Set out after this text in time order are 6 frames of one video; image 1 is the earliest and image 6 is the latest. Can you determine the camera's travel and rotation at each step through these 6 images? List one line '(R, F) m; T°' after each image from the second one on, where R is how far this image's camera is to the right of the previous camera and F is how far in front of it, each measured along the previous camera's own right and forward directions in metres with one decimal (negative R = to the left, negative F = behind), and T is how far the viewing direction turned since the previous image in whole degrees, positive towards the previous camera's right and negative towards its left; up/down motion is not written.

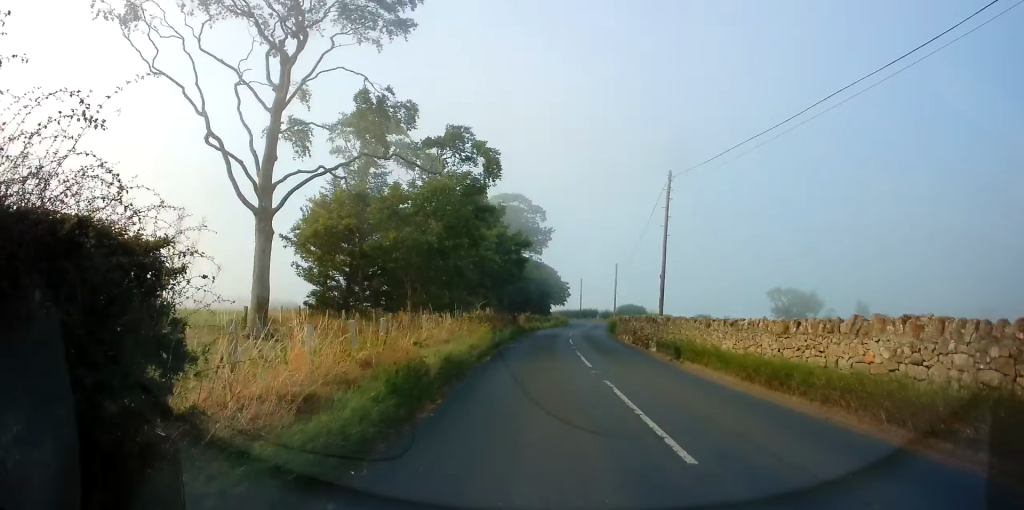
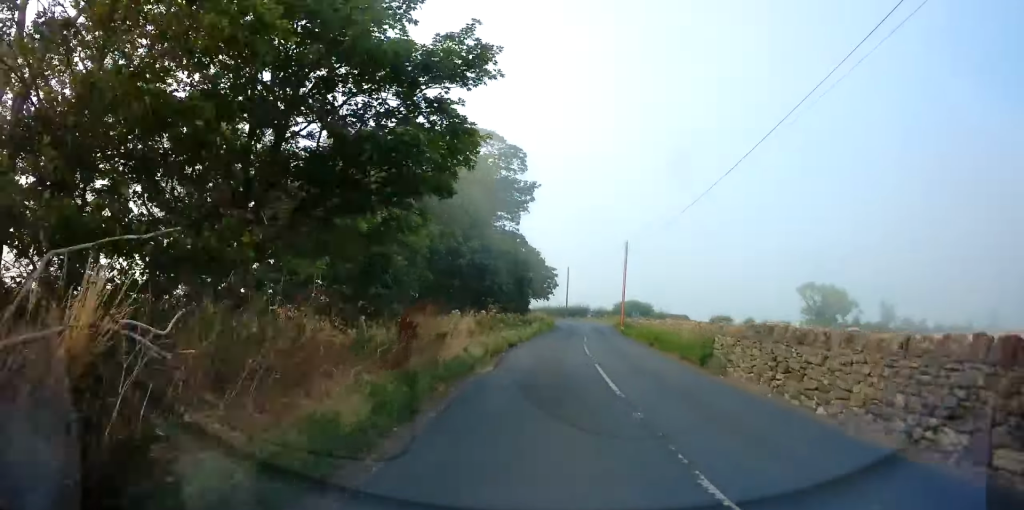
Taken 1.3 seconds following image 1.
(+0.2, +22.8) m; +2°
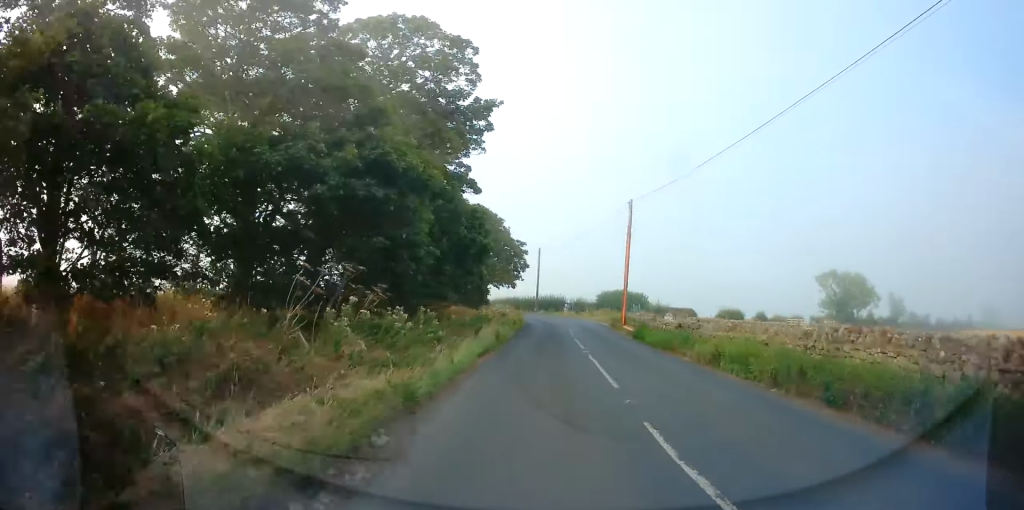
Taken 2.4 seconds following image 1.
(+0.5, +16.9) m; +3°
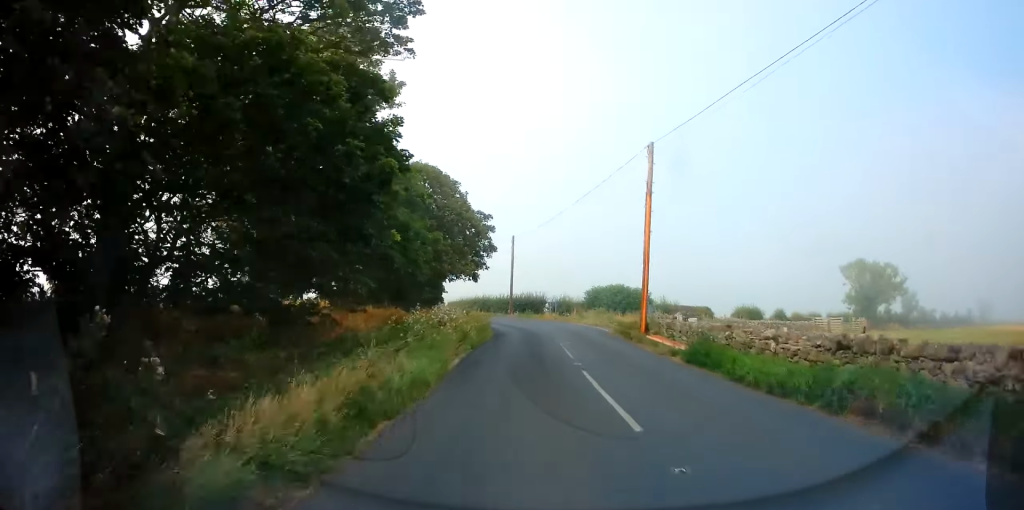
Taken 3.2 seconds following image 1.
(+0.3, +12.6) m; +2°
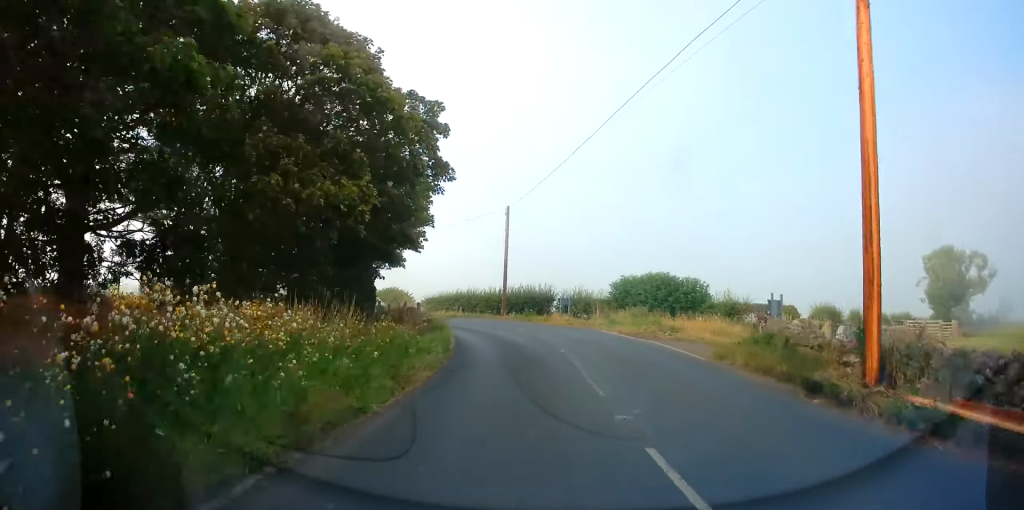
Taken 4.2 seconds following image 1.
(+0.2, +15.7) m; -1°
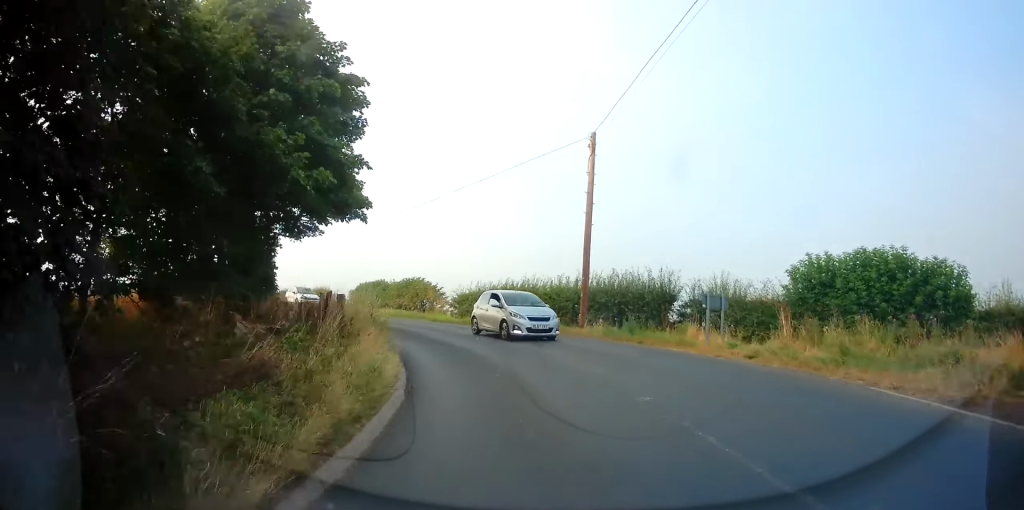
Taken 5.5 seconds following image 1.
(-0.7, +17.6) m; -7°
